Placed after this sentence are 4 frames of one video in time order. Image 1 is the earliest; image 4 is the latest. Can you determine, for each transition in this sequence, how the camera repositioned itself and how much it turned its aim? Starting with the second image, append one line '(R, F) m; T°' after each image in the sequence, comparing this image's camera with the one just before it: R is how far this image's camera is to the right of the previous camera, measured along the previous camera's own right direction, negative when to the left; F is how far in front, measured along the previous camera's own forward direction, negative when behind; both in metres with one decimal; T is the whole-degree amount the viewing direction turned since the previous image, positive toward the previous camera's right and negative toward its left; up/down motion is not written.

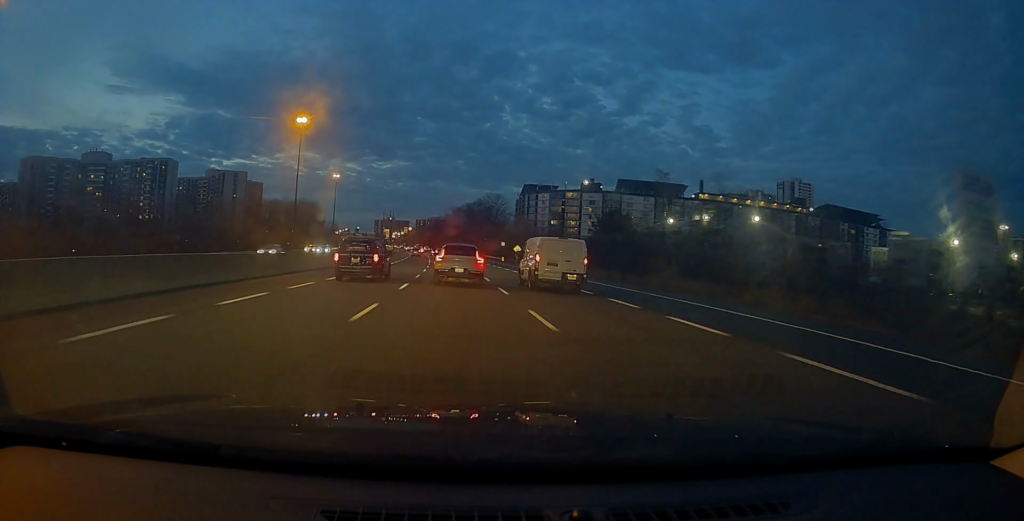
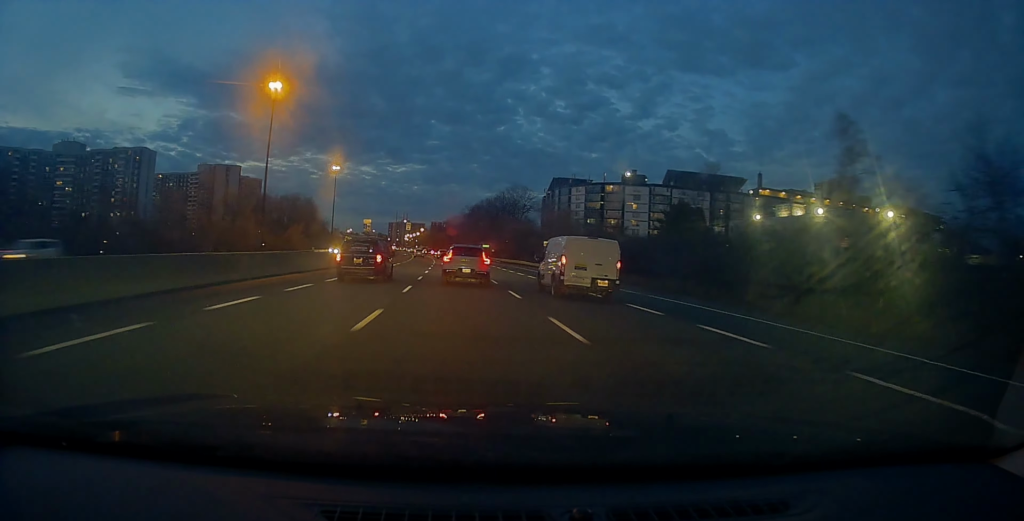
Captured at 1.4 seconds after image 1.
(-0.3, +35.9) m; -2°
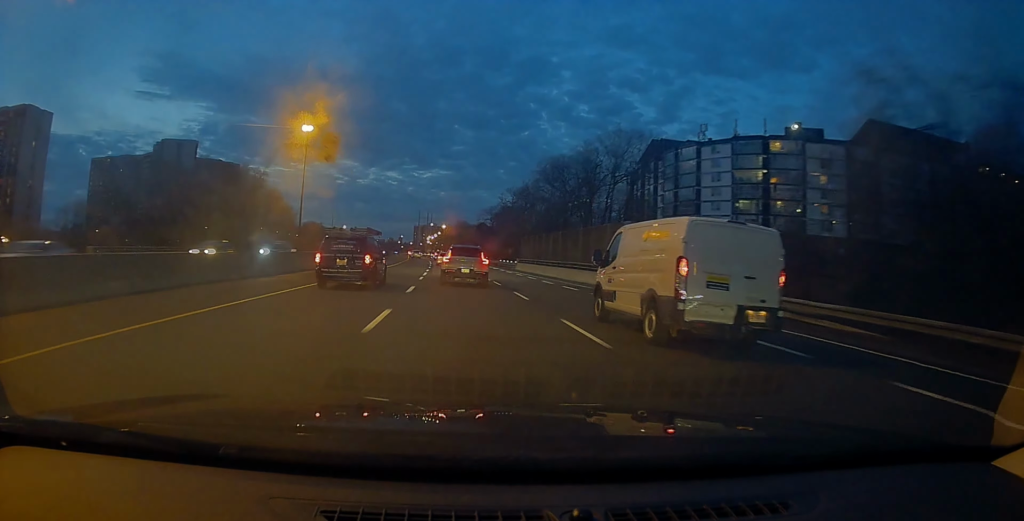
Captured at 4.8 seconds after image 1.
(-2.5, +87.6) m; -2°
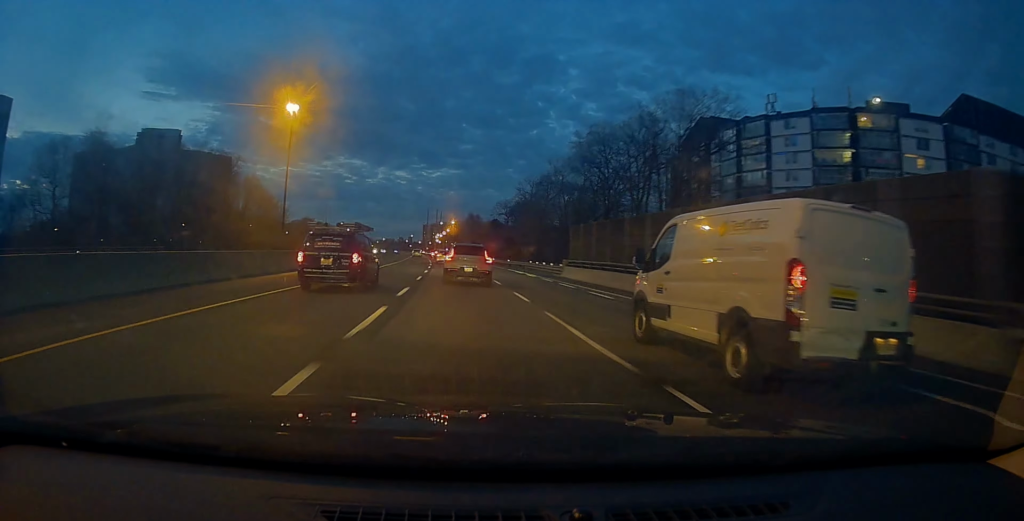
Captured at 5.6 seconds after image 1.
(0.0, +23.6) m; -1°
